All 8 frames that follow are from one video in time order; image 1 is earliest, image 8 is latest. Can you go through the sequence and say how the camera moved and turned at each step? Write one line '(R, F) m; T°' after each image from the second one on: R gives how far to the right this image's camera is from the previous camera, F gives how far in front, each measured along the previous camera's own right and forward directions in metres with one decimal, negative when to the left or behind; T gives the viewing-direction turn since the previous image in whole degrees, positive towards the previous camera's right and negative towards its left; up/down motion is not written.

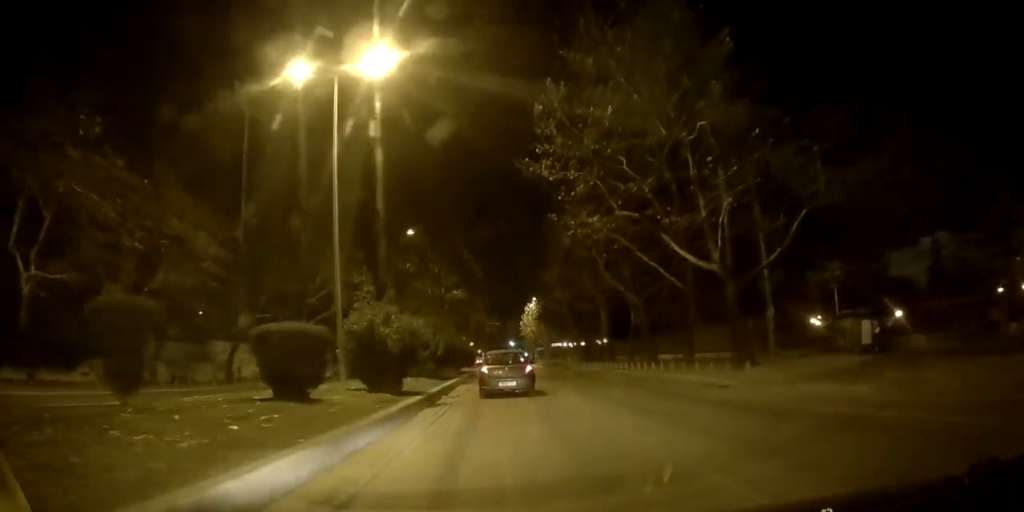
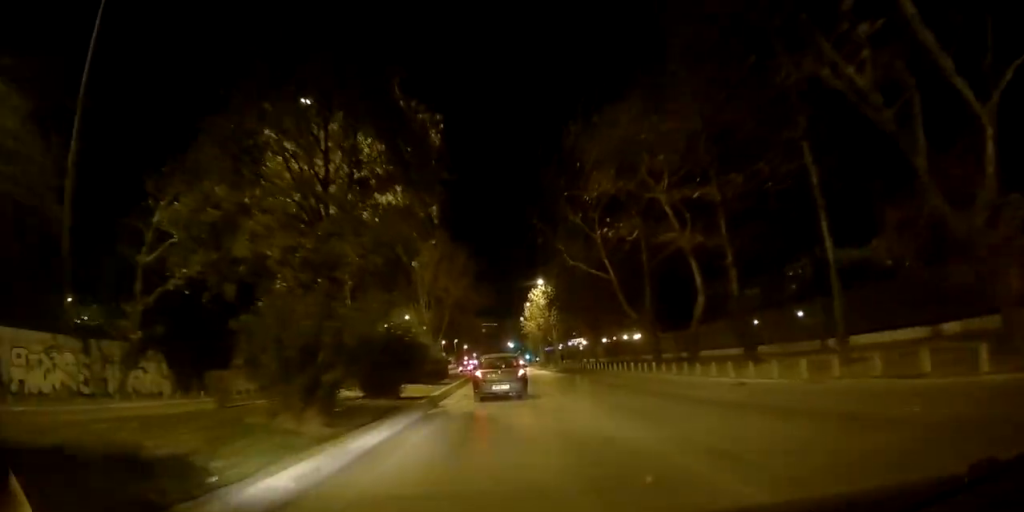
(-0.1, +23.7) m; 0°
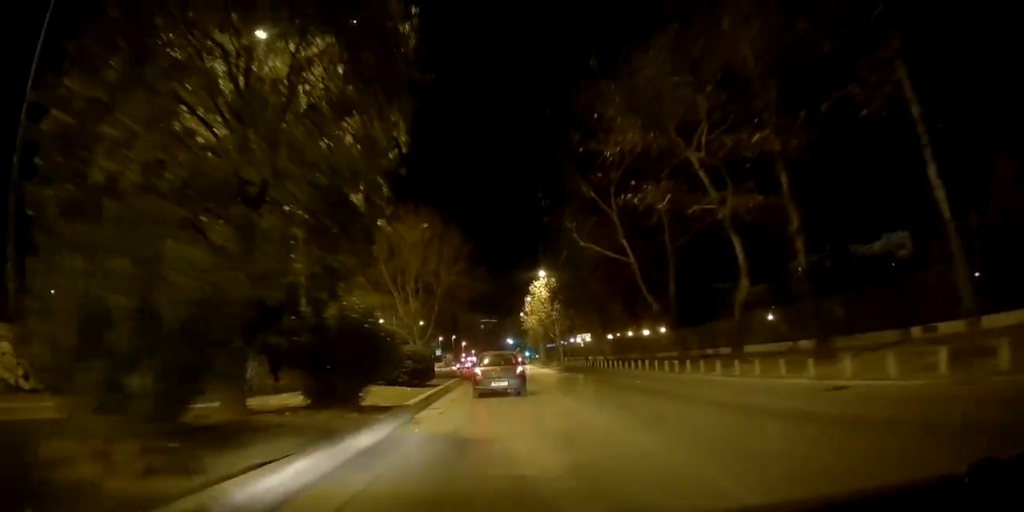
(+0.1, +4.3) m; 0°
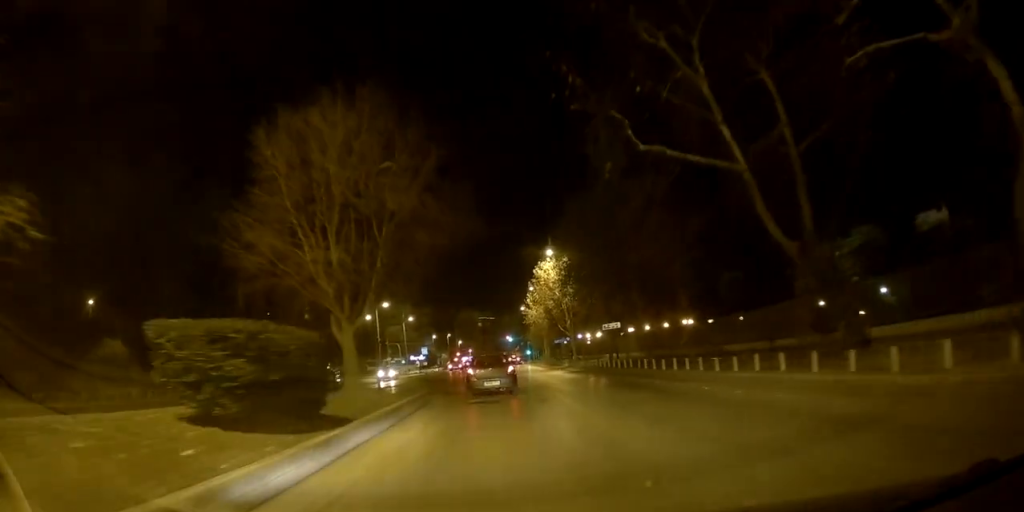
(-0.2, +13.2) m; -2°
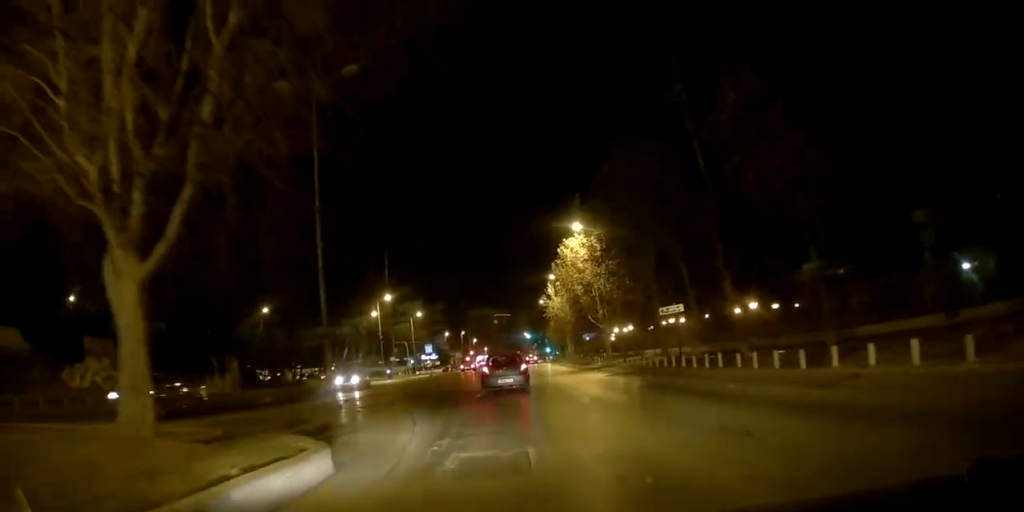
(-0.2, +10.2) m; -2°
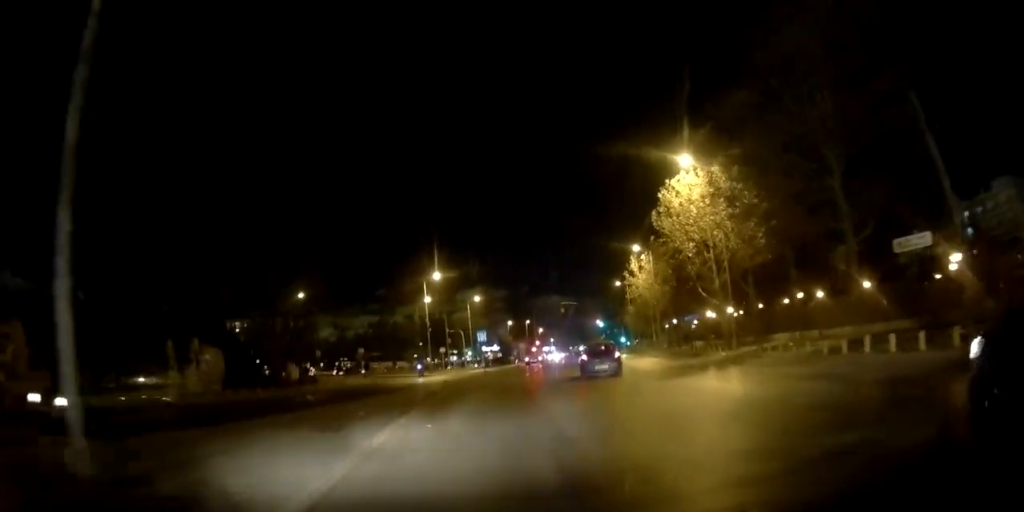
(-0.5, +13.8) m; -5°
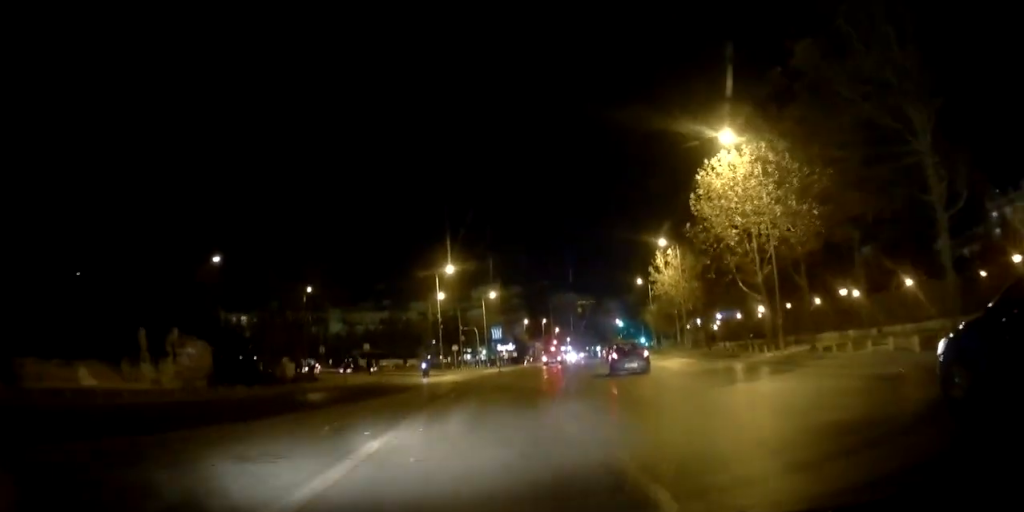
(-0.2, +3.8) m; -2°
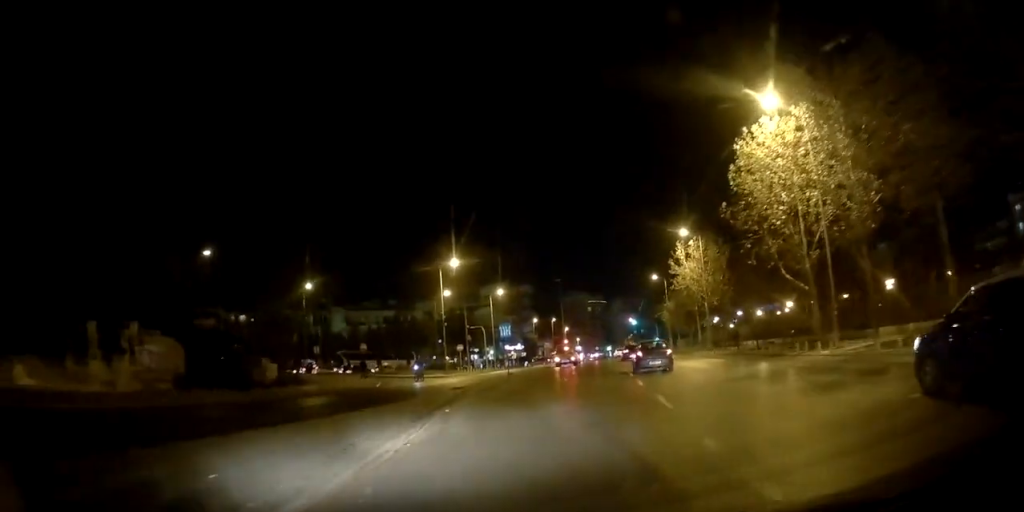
(-0.1, +4.2) m; 0°
